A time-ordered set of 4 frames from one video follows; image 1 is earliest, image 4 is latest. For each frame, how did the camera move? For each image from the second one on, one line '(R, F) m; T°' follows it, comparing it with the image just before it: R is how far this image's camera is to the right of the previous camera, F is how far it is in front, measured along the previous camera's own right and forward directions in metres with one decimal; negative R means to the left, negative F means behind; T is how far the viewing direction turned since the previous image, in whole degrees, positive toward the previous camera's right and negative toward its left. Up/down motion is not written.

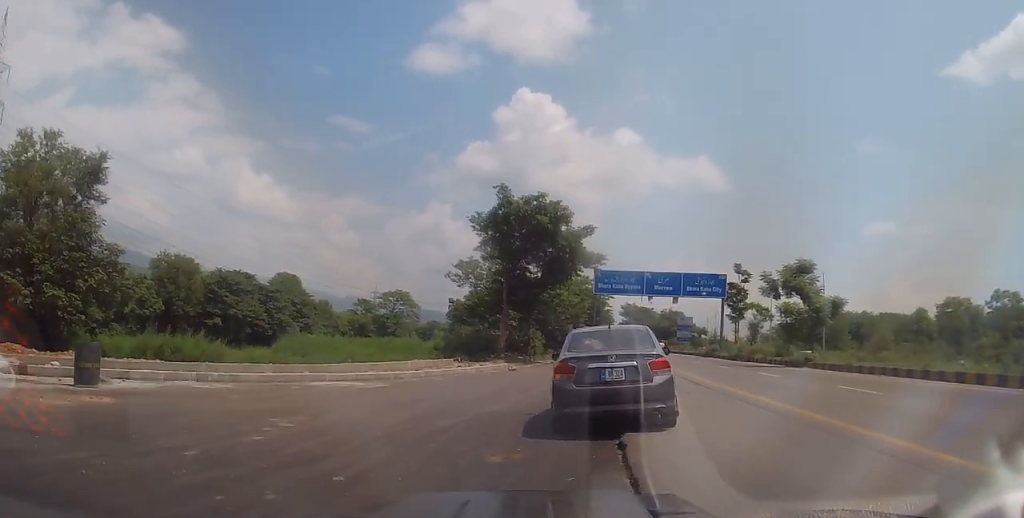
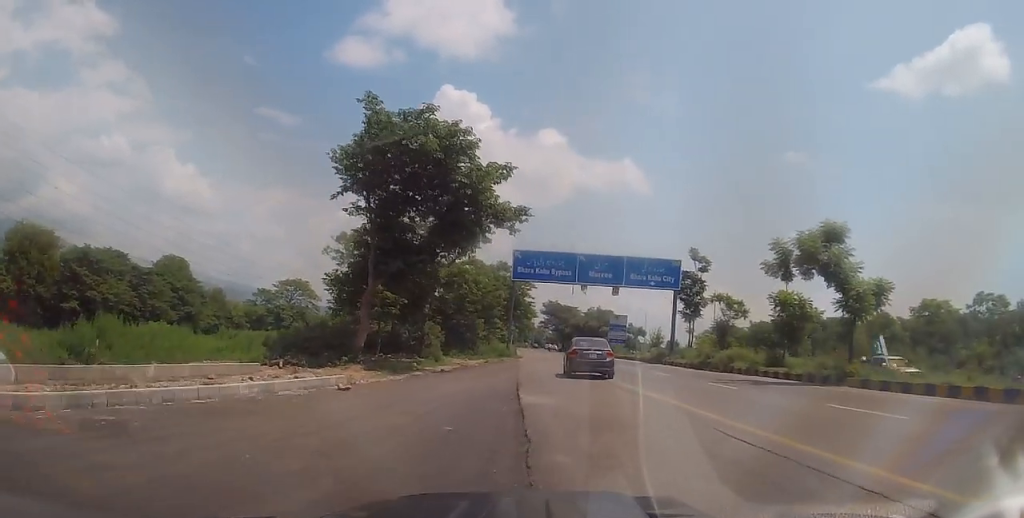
(+1.0, +13.7) m; +8°
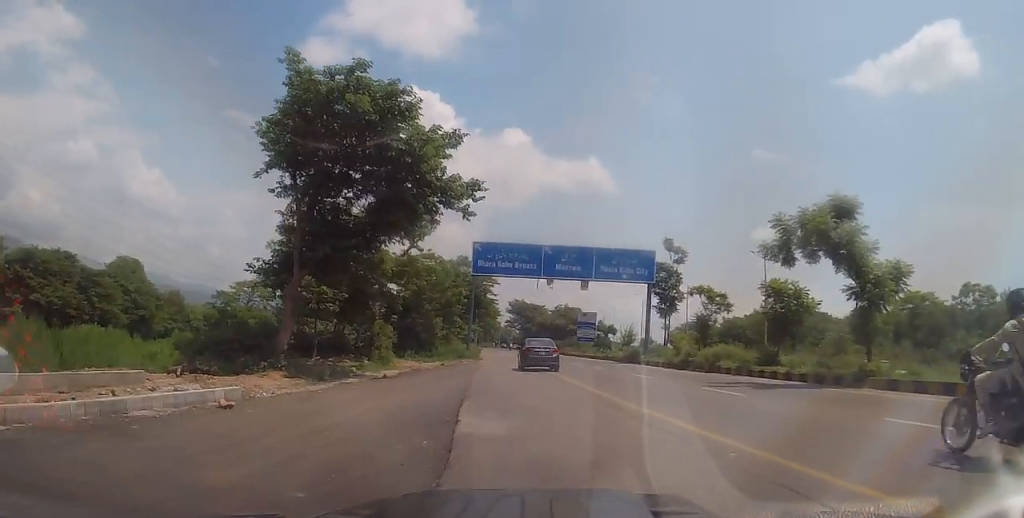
(-0.4, +3.7) m; -1°
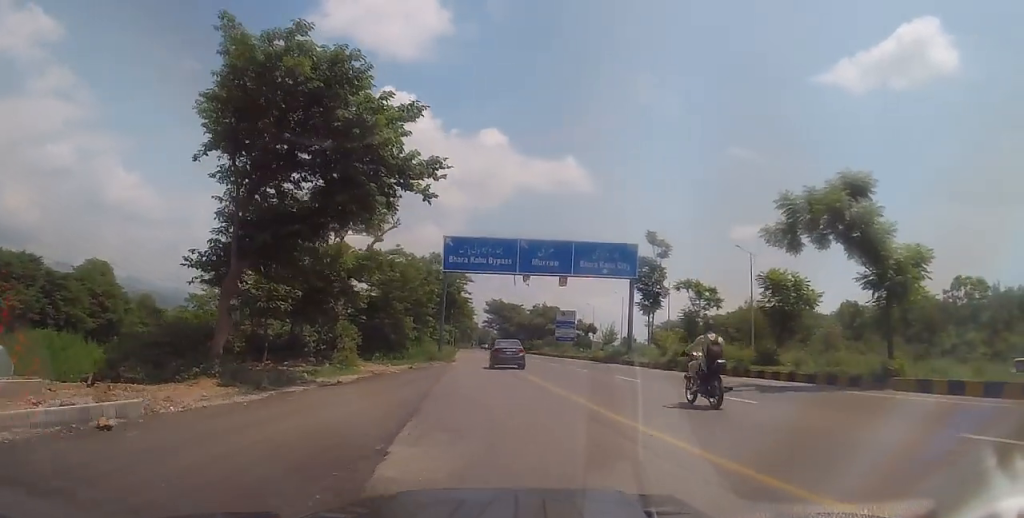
(+0.1, +2.6) m; +3°
